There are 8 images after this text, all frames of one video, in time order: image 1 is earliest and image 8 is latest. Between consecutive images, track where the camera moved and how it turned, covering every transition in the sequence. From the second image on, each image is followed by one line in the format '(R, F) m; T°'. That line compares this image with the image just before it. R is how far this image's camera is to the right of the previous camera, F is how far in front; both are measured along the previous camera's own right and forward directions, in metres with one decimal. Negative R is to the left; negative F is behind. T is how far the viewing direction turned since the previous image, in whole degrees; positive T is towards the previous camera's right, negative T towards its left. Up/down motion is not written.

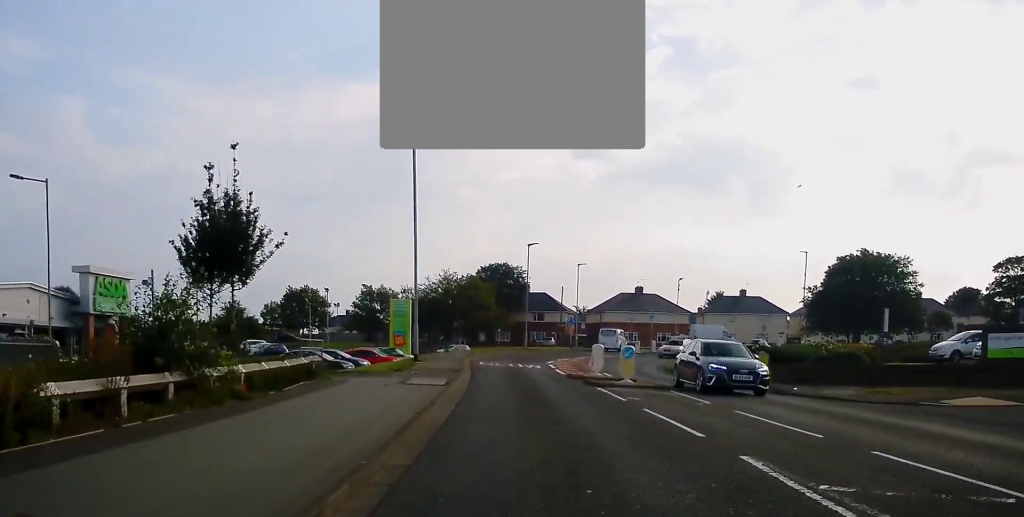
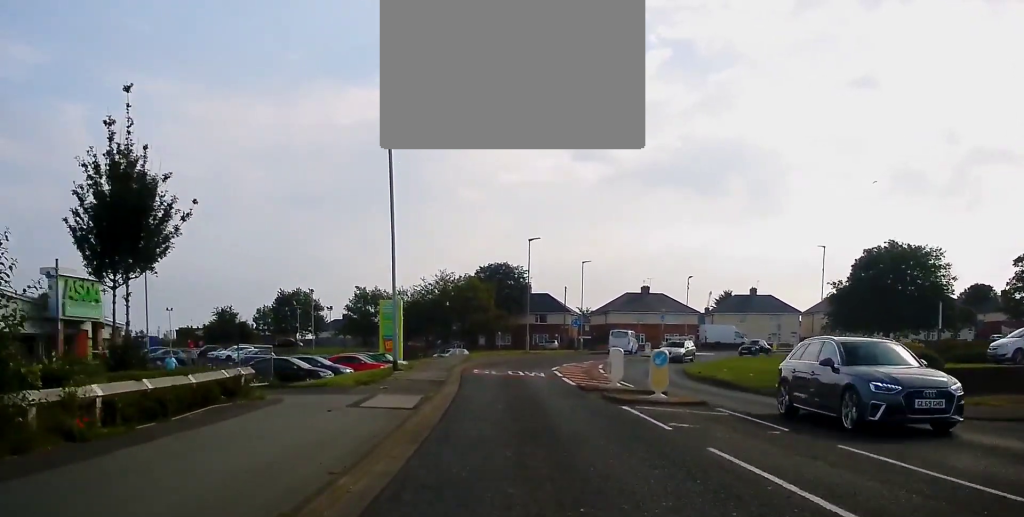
(0.0, +5.0) m; 0°
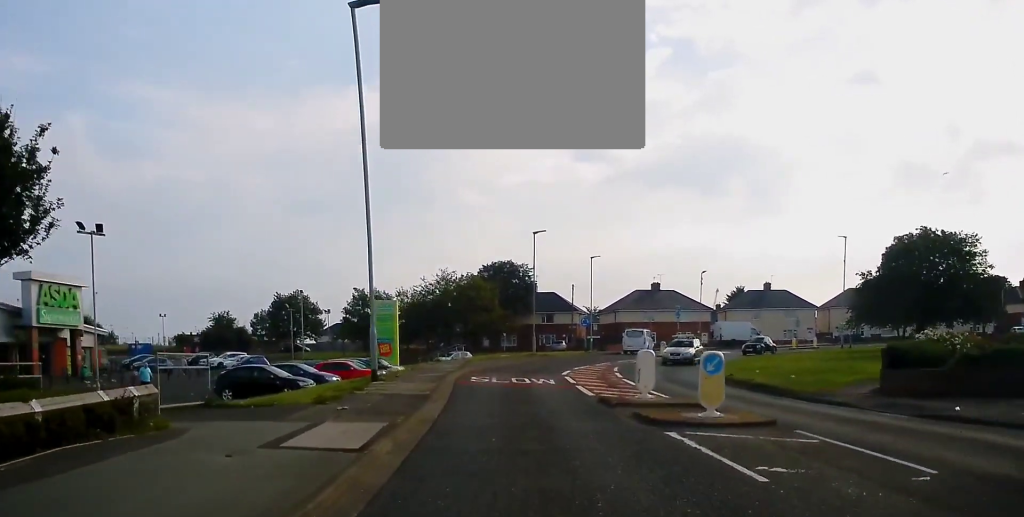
(-0.1, +4.4) m; 0°
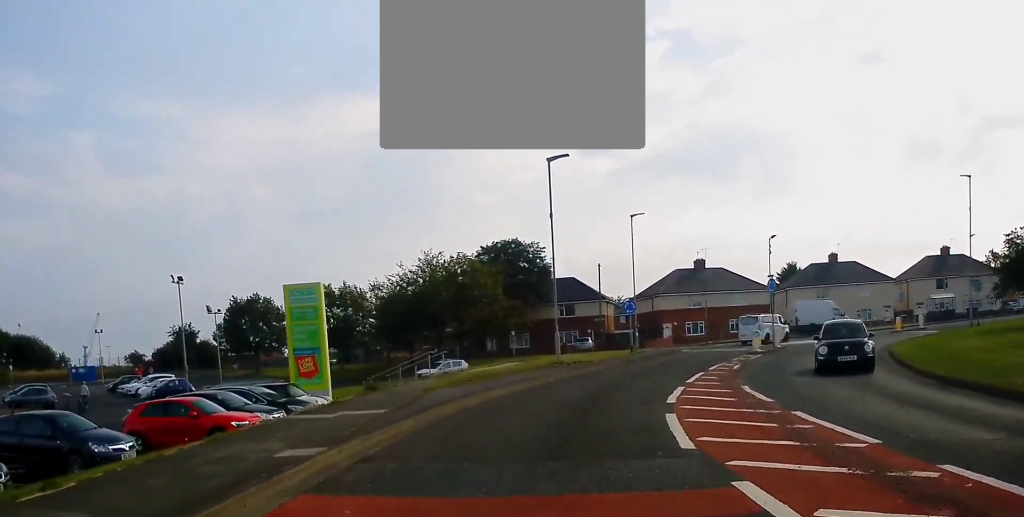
(+0.4, +21.5) m; 0°
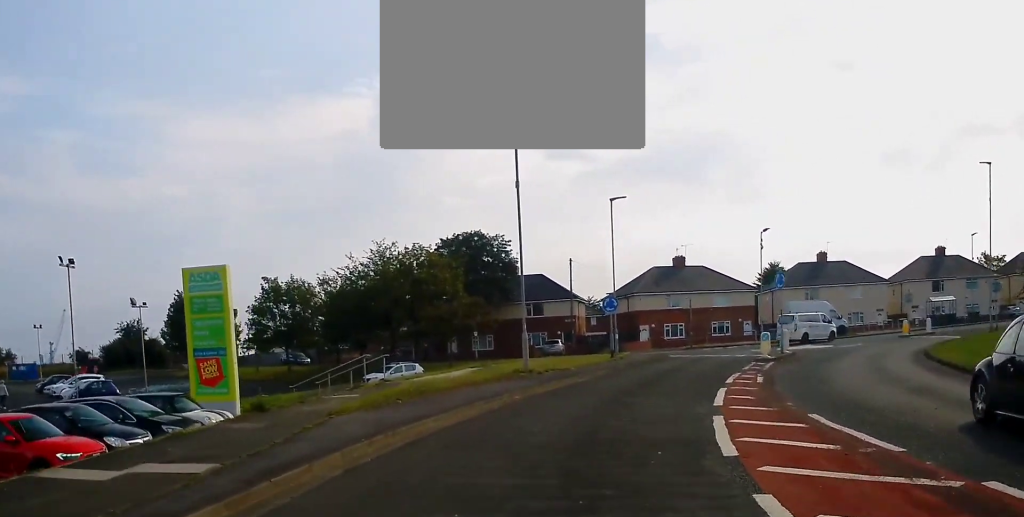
(-0.2, +6.6) m; +2°
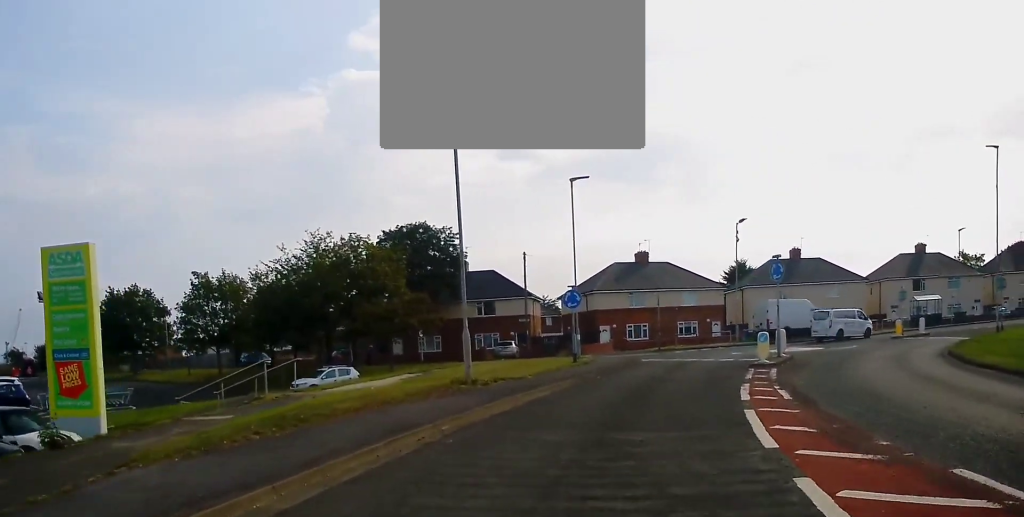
(+0.5, +5.7) m; +3°
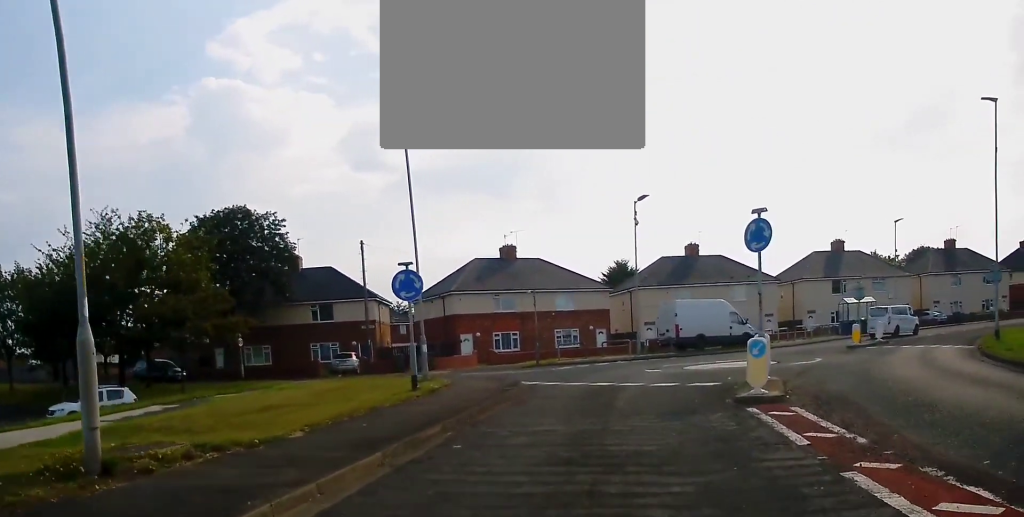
(+0.5, +12.0) m; +8°
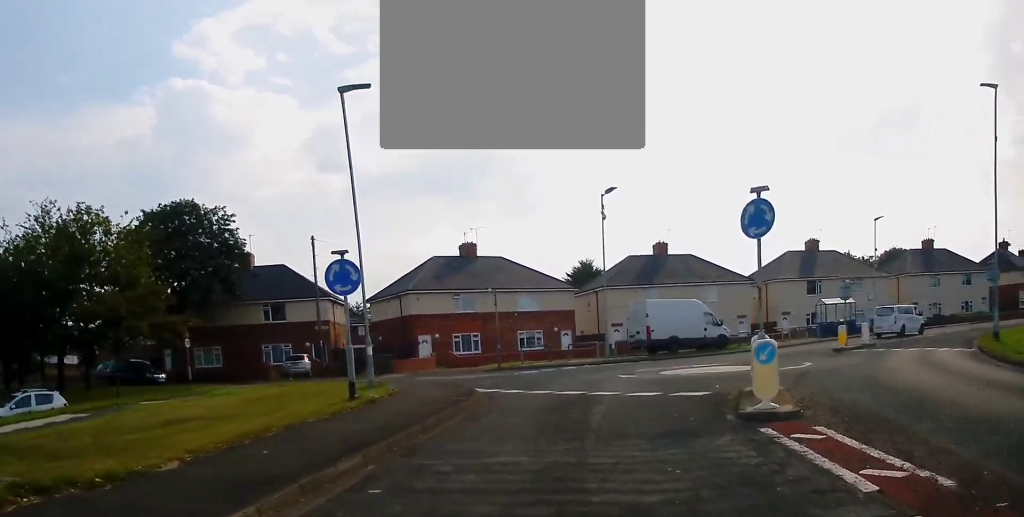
(+0.1, +2.8) m; +3°
